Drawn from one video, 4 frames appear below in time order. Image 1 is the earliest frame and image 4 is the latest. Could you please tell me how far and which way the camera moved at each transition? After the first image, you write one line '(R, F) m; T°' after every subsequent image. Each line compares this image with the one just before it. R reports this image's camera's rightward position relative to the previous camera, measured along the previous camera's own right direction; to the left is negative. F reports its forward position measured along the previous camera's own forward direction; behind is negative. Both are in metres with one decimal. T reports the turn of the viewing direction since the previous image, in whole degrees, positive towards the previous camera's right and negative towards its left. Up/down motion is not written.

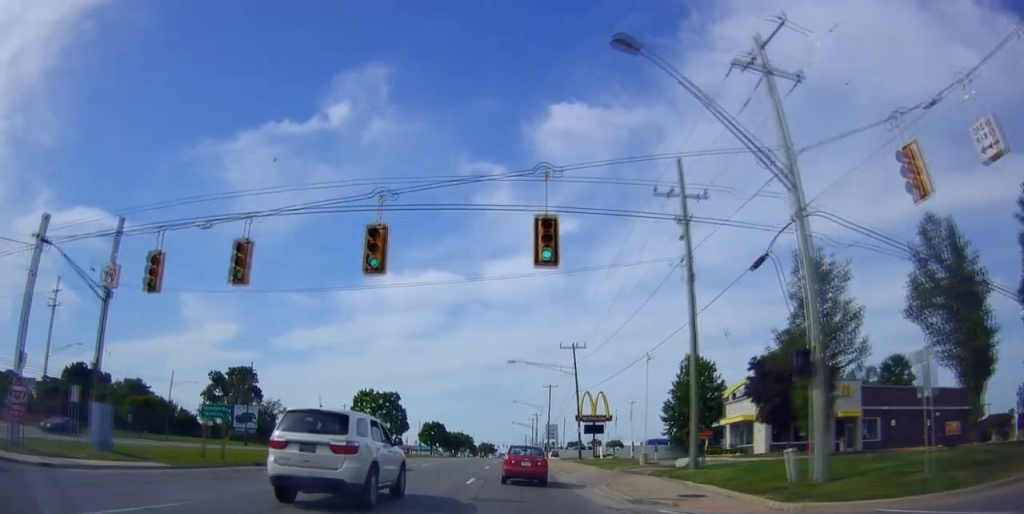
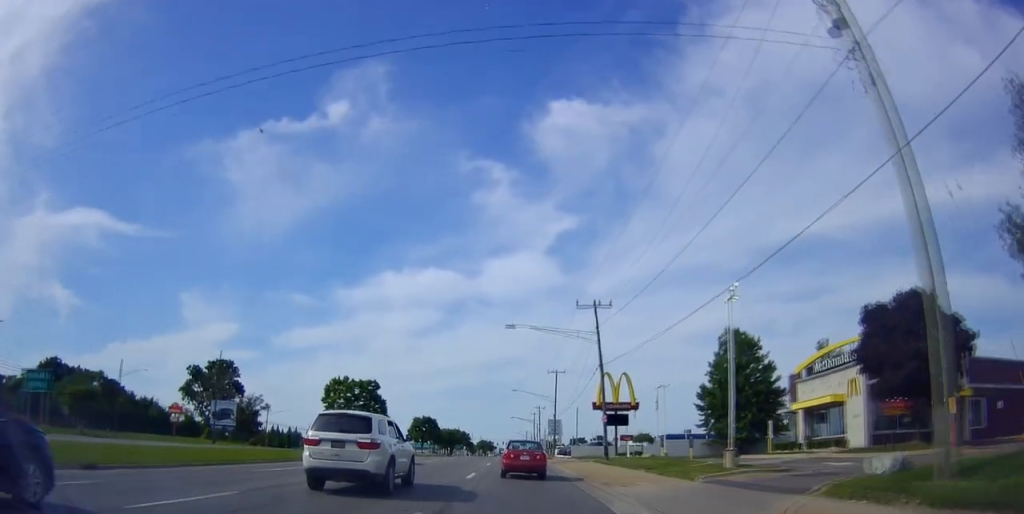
(-0.6, +11.3) m; -2°
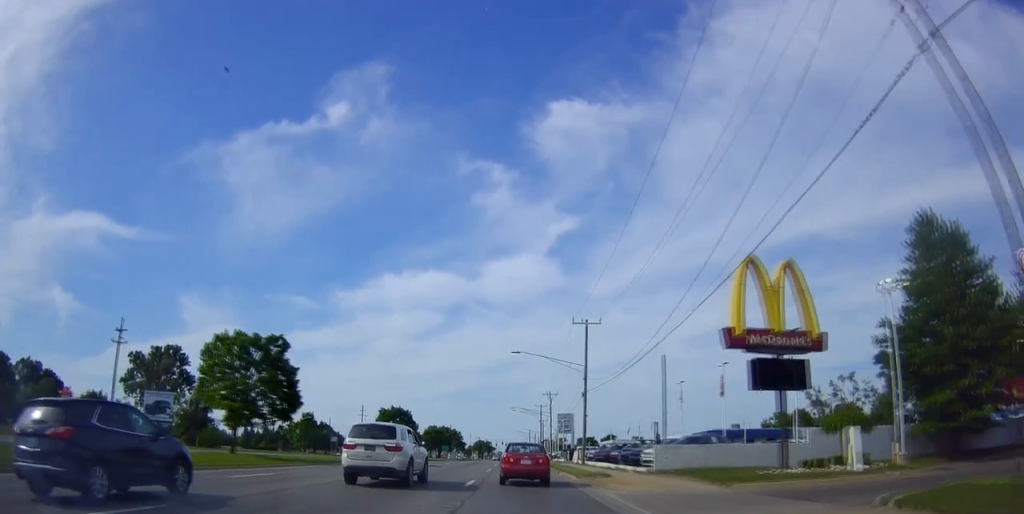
(+1.1, +31.4) m; +2°
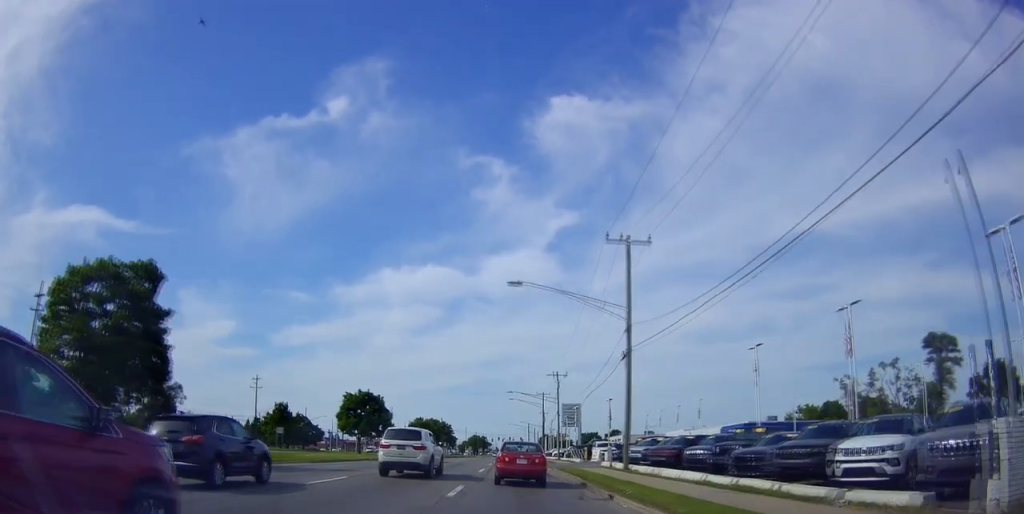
(0.0, +18.8) m; 0°
